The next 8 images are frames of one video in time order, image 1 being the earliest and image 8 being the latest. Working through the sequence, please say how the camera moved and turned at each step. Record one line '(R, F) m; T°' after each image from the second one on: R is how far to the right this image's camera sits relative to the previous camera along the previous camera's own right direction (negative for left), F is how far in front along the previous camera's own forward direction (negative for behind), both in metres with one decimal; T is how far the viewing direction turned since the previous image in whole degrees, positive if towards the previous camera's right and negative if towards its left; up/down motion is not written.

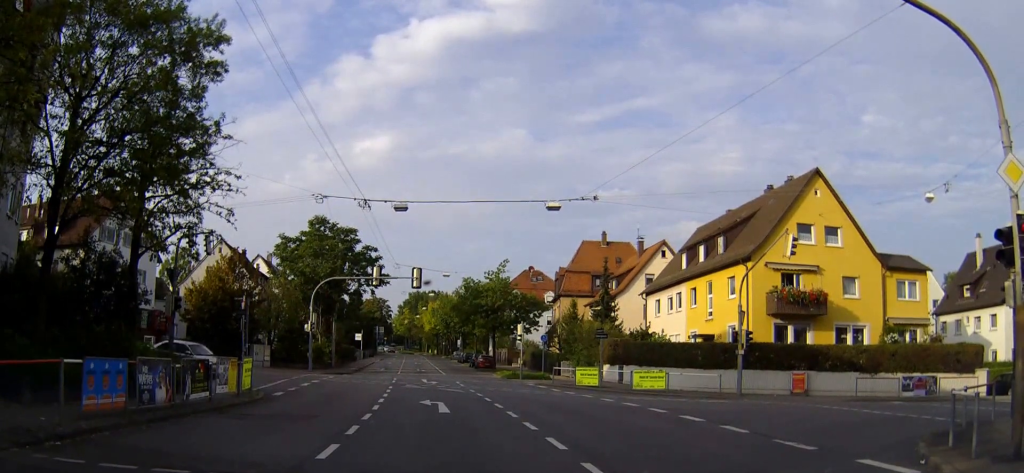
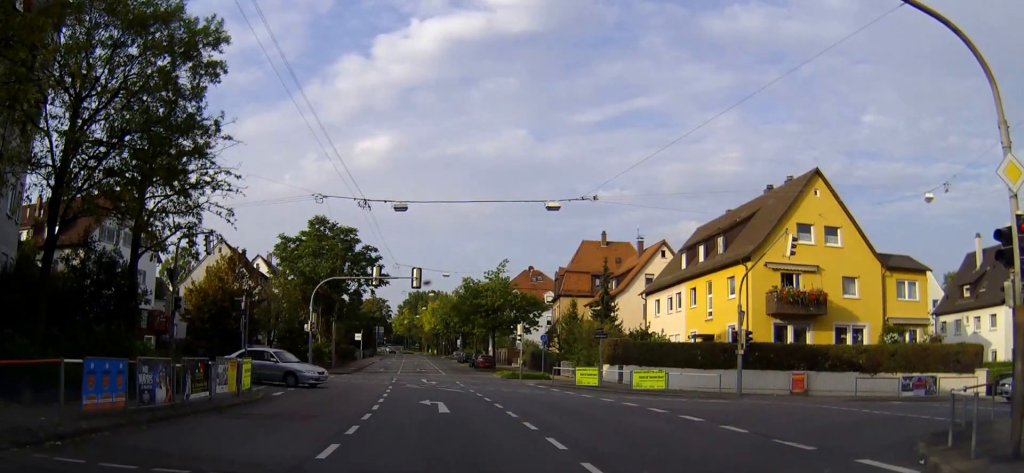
(0.0, 0.0) m; 0°
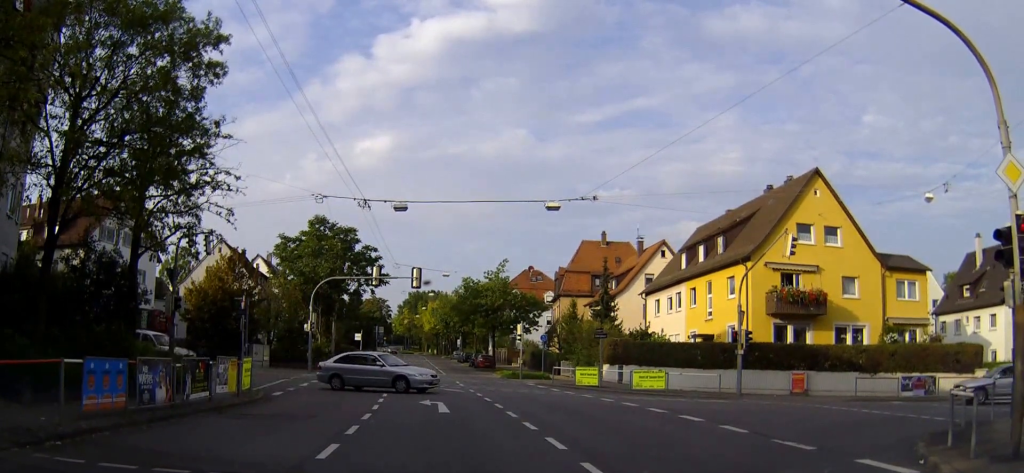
(0.0, 0.0) m; 0°
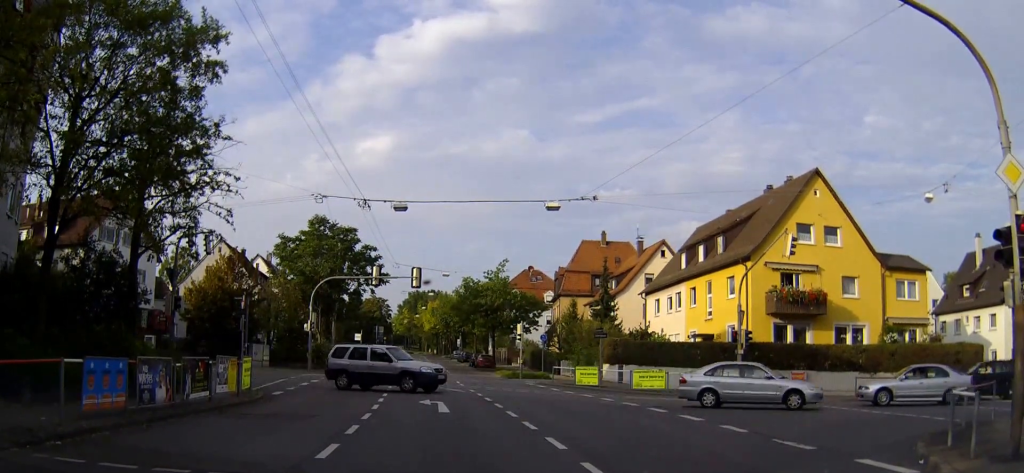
(0.0, 0.0) m; 0°
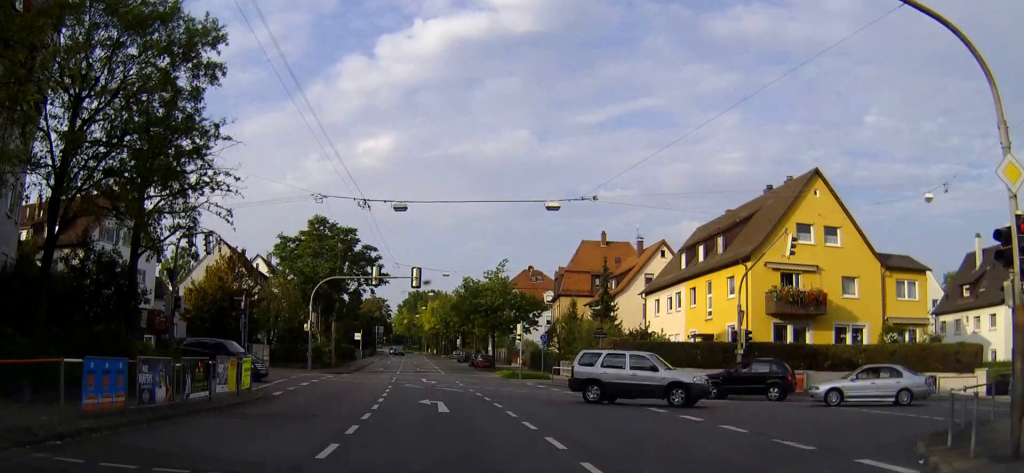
(0.0, 0.0) m; 0°
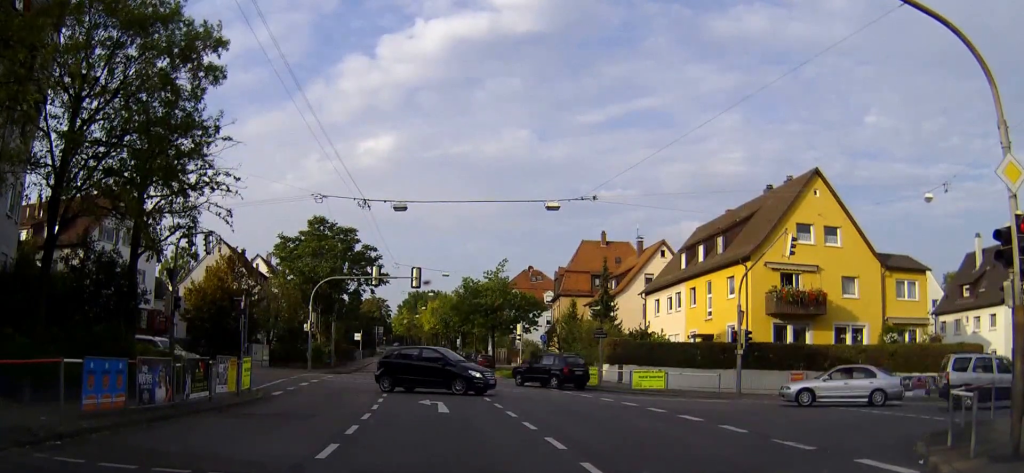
(0.0, 0.0) m; 0°
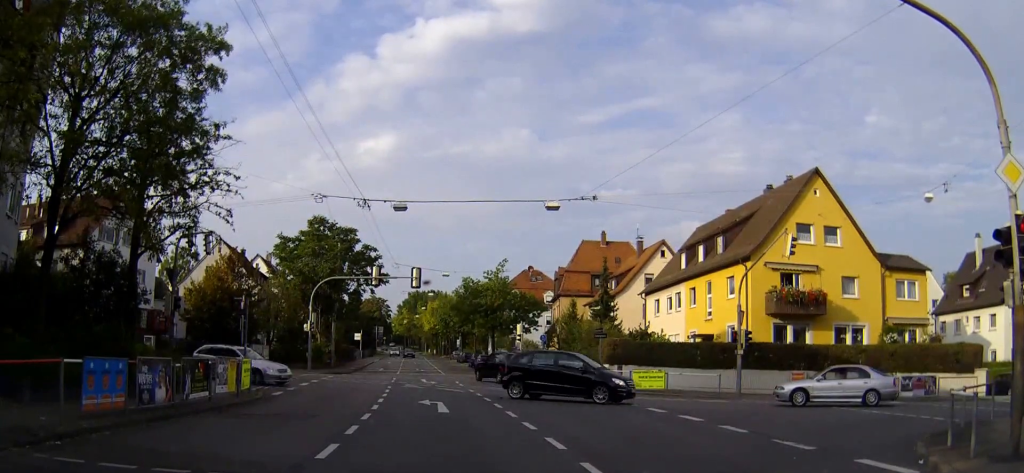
(0.0, 0.0) m; 0°
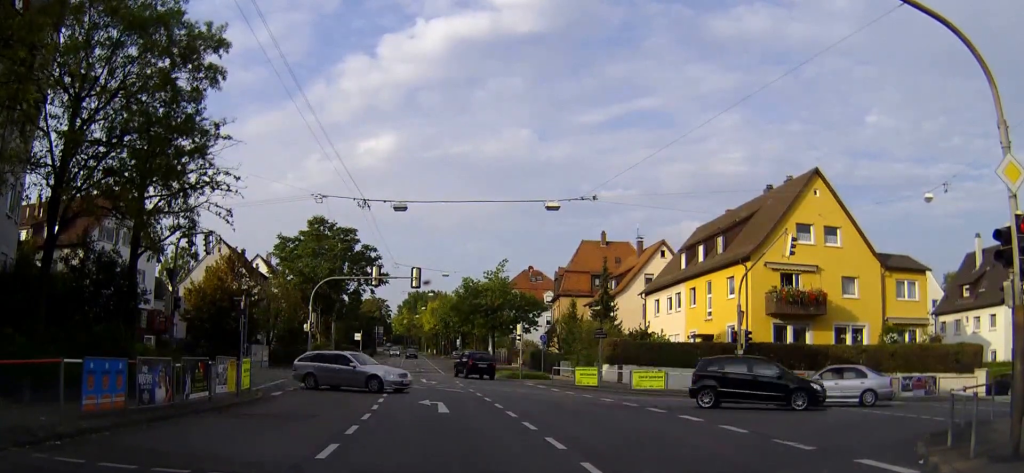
(0.0, 0.0) m; 0°
